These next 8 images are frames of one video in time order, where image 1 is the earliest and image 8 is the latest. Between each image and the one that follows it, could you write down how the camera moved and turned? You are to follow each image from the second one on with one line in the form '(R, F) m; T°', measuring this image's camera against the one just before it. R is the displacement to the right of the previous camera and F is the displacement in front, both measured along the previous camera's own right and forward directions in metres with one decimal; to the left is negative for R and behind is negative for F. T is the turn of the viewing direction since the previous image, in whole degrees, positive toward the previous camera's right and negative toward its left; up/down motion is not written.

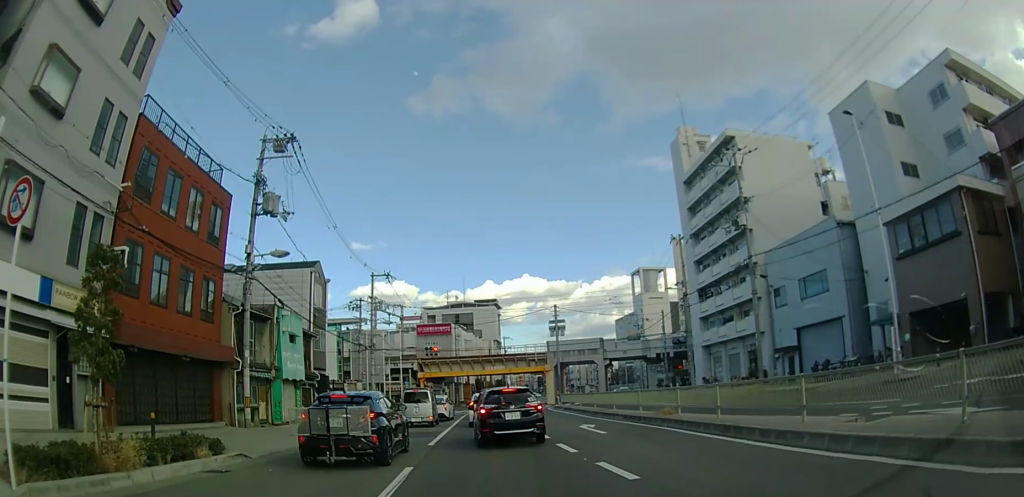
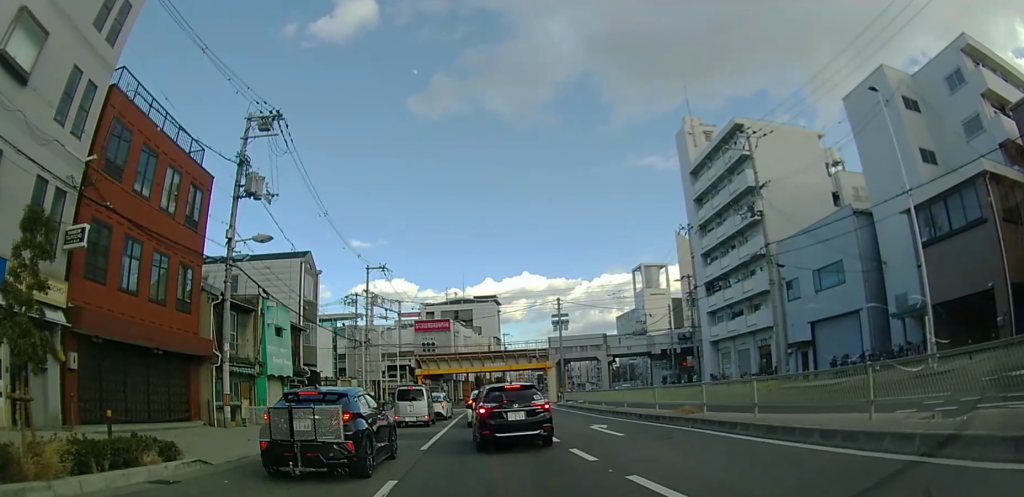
(0.0, +2.2) m; 0°
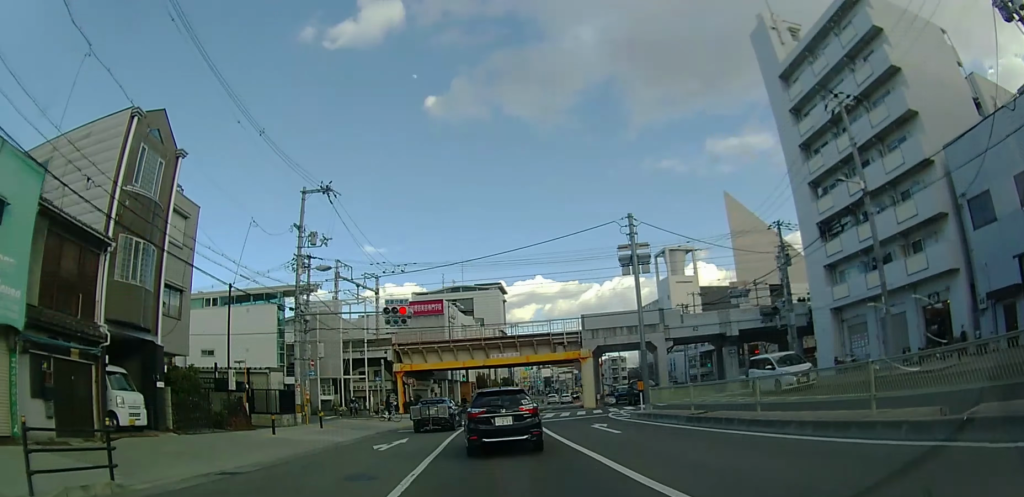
(0.0, +2.2) m; 0°
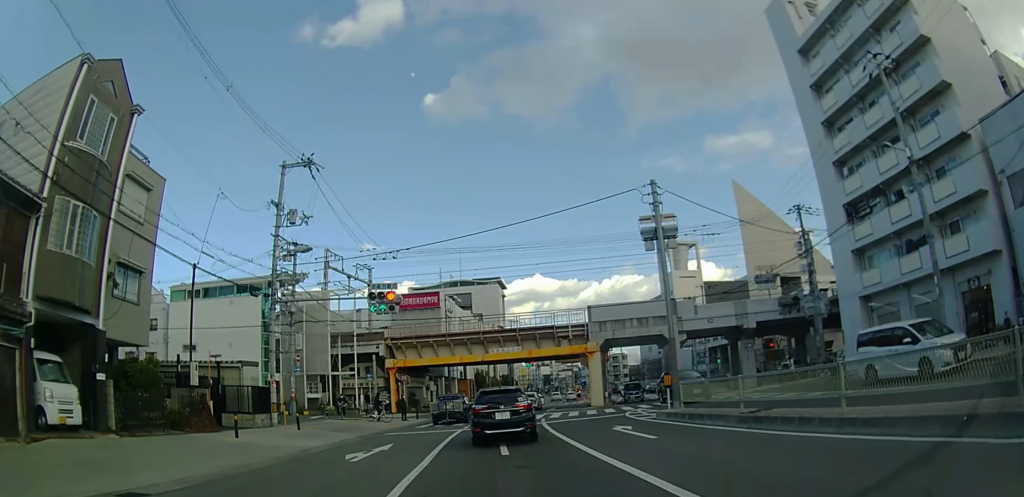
(0.0, +3.3) m; -1°
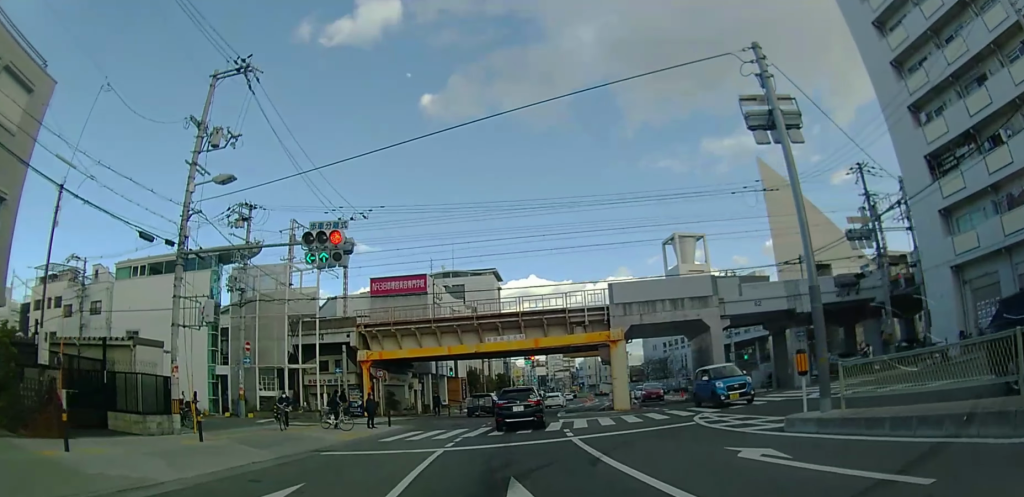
(-0.2, +8.6) m; -2°
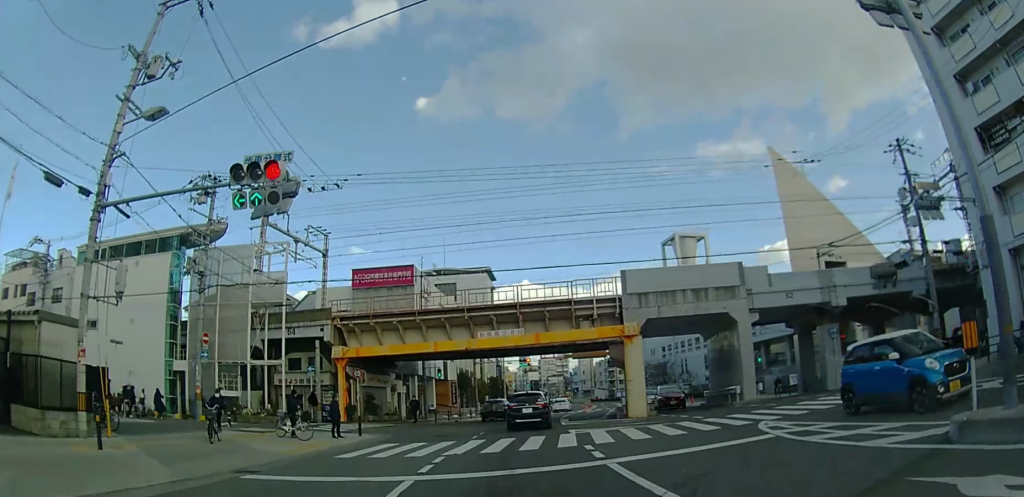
(0.0, +4.7) m; 0°
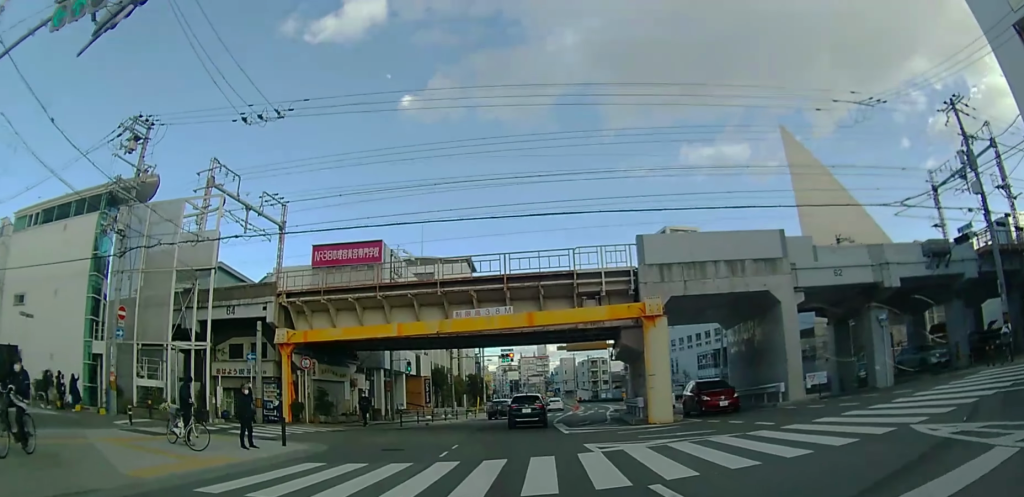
(0.0, +6.6) m; +2°
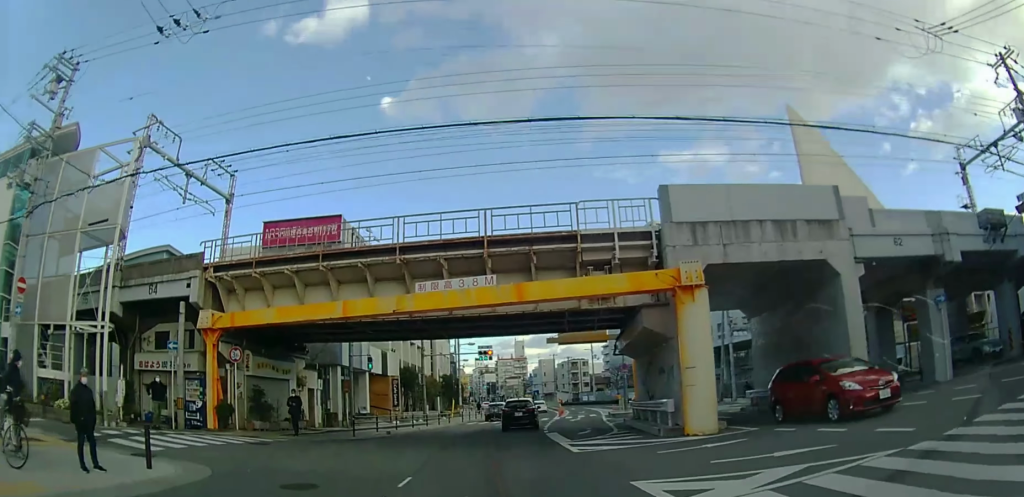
(+0.2, +5.8) m; +1°
